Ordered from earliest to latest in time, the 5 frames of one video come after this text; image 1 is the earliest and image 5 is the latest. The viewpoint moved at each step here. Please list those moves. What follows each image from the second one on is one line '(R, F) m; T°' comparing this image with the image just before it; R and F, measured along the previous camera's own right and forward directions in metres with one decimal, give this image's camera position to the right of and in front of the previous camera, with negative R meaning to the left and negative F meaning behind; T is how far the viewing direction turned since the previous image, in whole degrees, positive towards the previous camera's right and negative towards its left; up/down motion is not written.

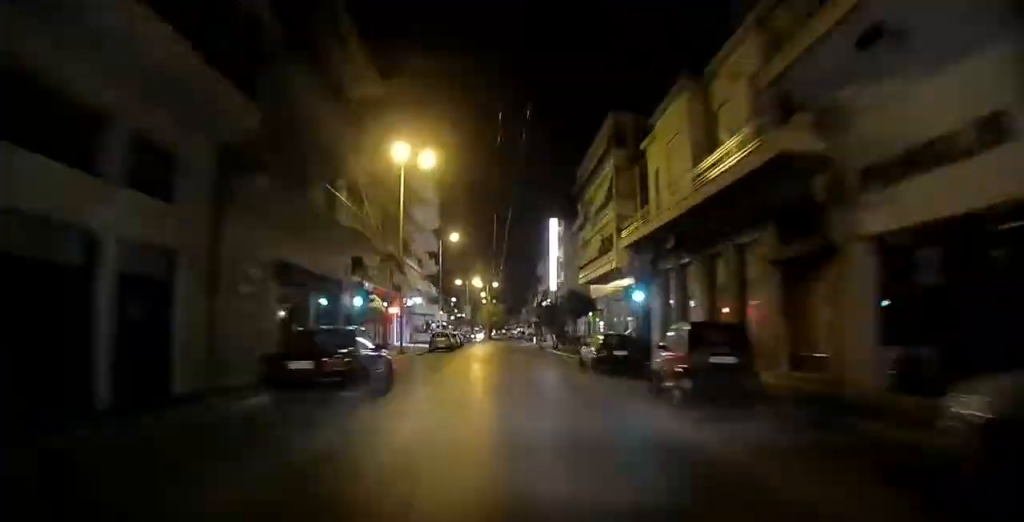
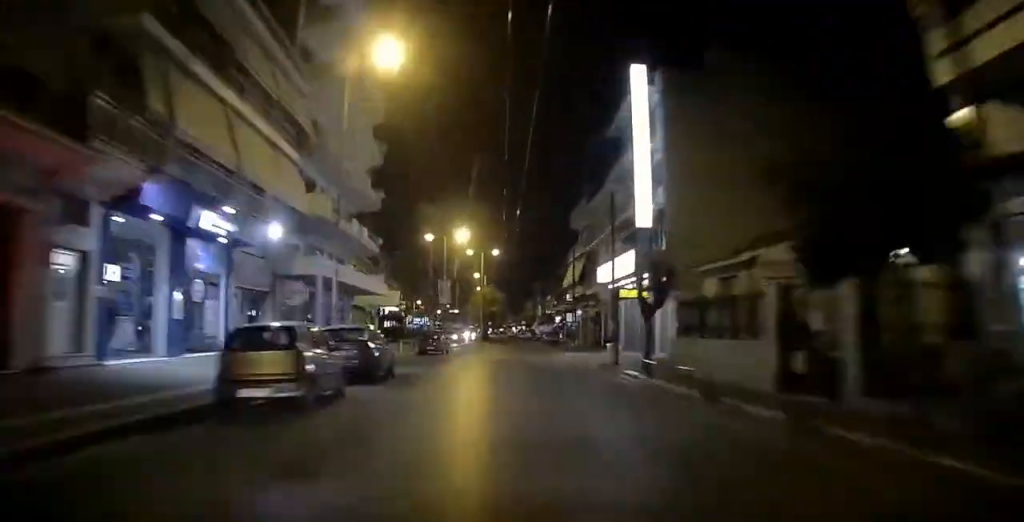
(+0.7, +46.3) m; 0°
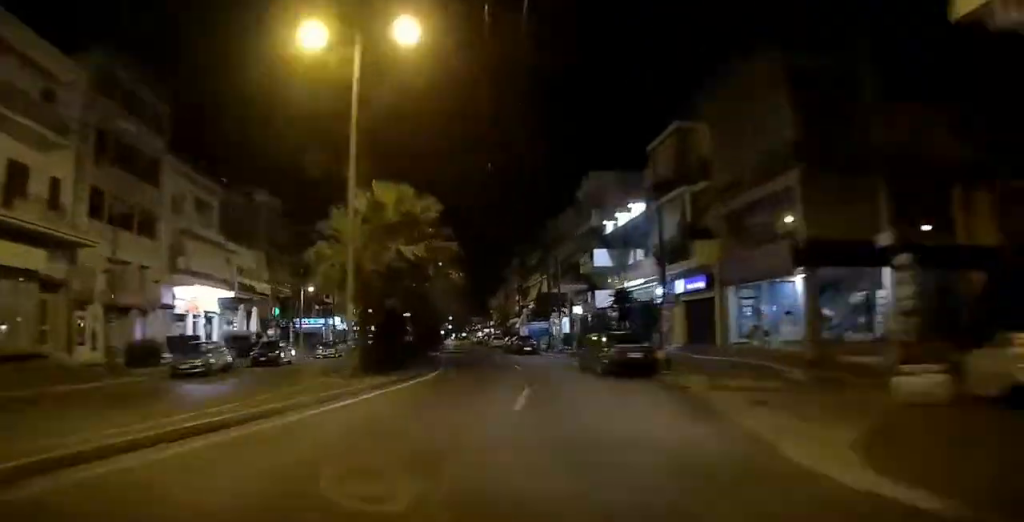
(-0.4, +51.4) m; -1°
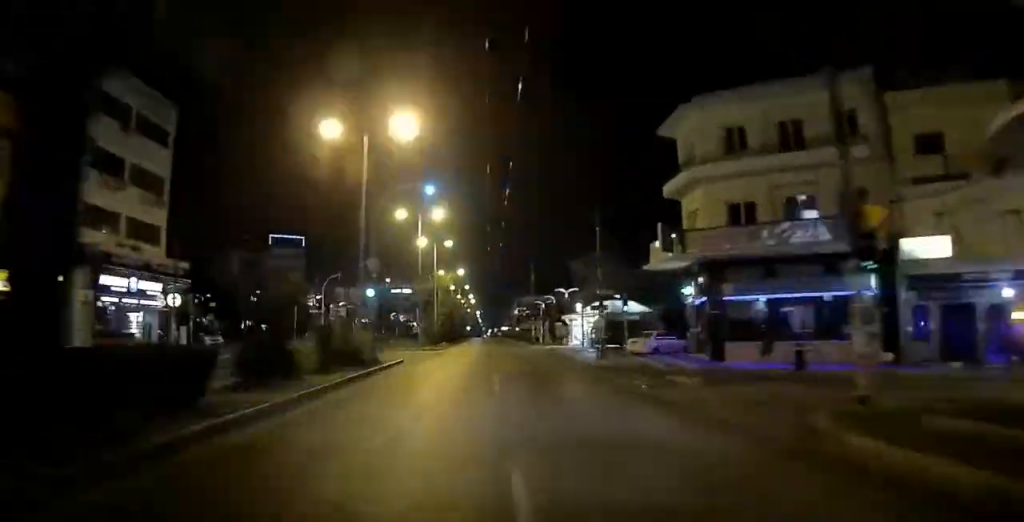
(+0.8, +119.7) m; +15°
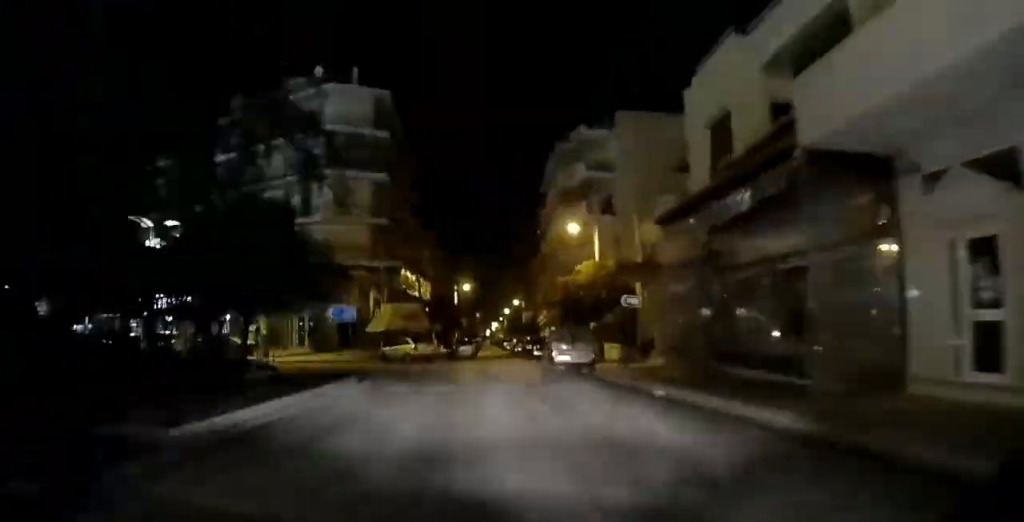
(+24.1, +60.4) m; +23°
